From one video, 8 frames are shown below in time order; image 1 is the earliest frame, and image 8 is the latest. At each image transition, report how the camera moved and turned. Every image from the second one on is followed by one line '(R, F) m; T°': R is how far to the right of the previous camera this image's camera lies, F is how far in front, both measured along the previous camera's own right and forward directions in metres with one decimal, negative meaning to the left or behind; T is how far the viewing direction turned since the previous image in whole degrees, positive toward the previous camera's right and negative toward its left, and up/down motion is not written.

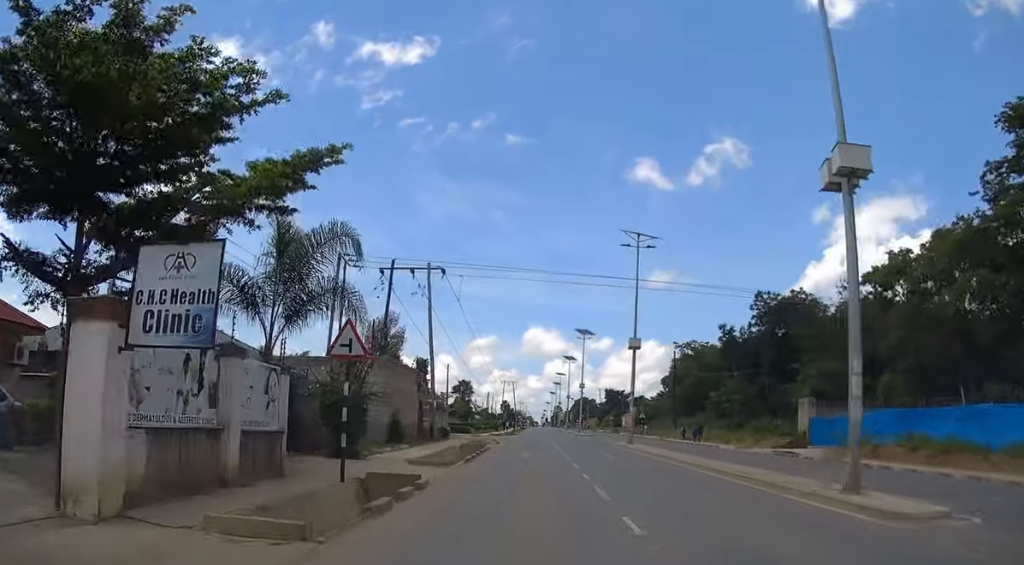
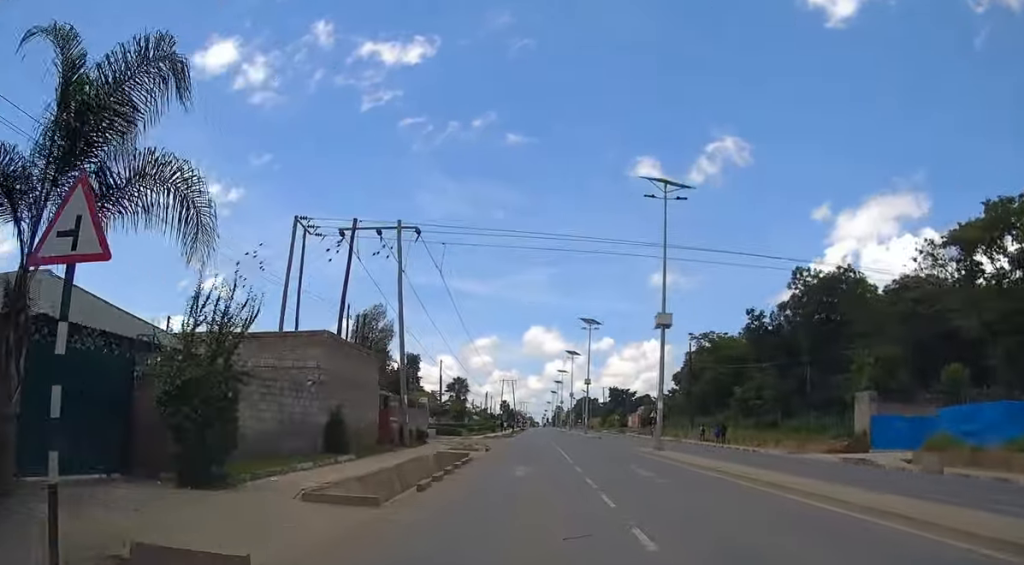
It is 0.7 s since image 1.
(+0.2, +9.2) m; 0°
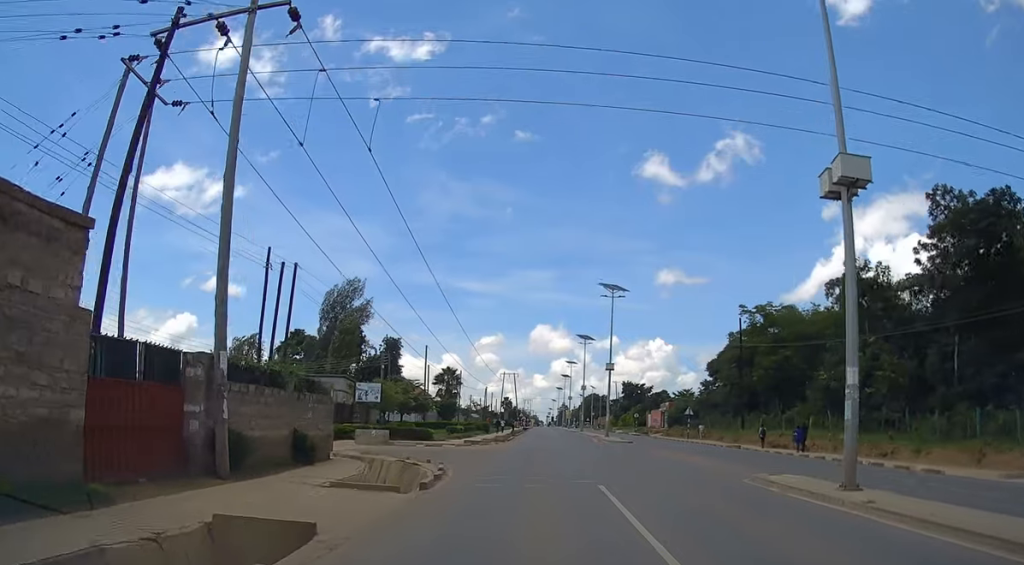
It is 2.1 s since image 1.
(-0.2, +18.9) m; -1°
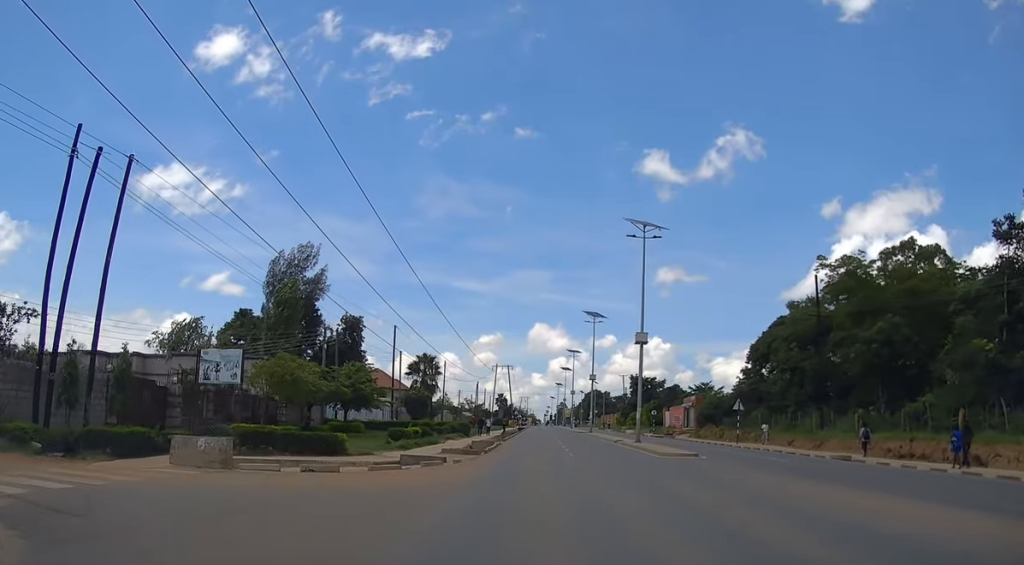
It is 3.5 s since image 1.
(+0.2, +18.8) m; +1°
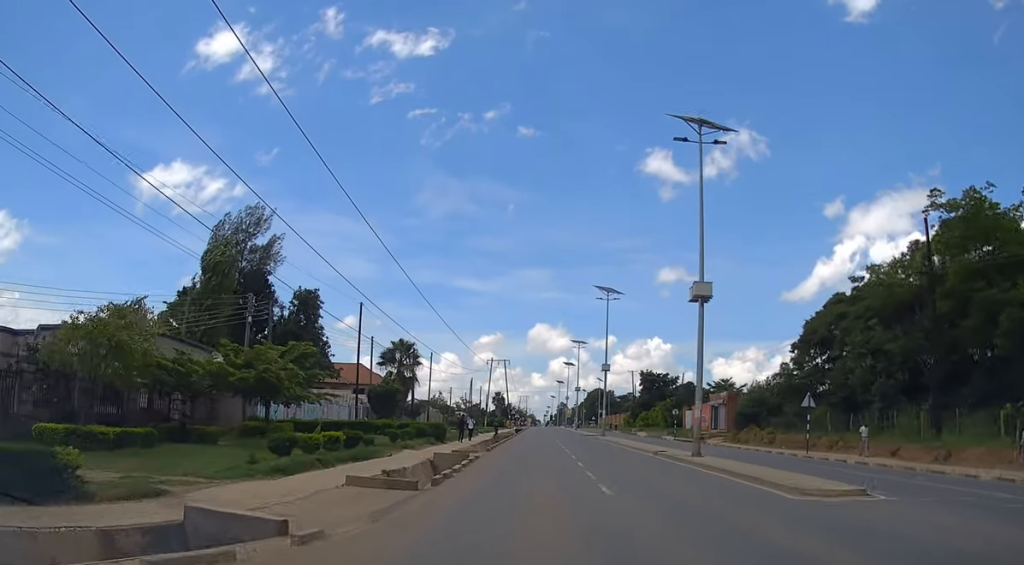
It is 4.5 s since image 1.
(0.0, +14.3) m; -1°
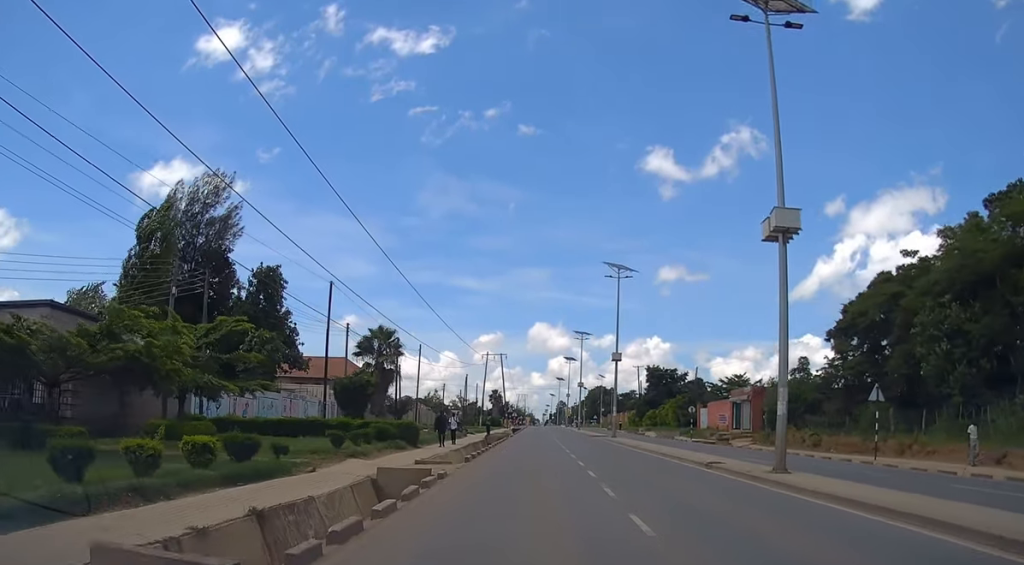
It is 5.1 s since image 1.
(-0.1, +8.6) m; 0°
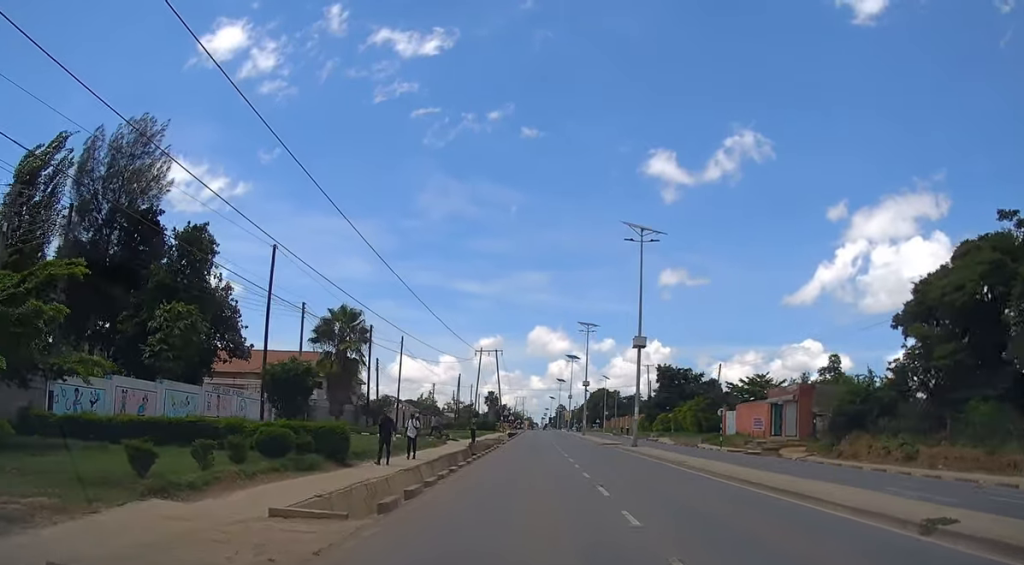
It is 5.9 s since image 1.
(0.0, +11.5) m; +1°
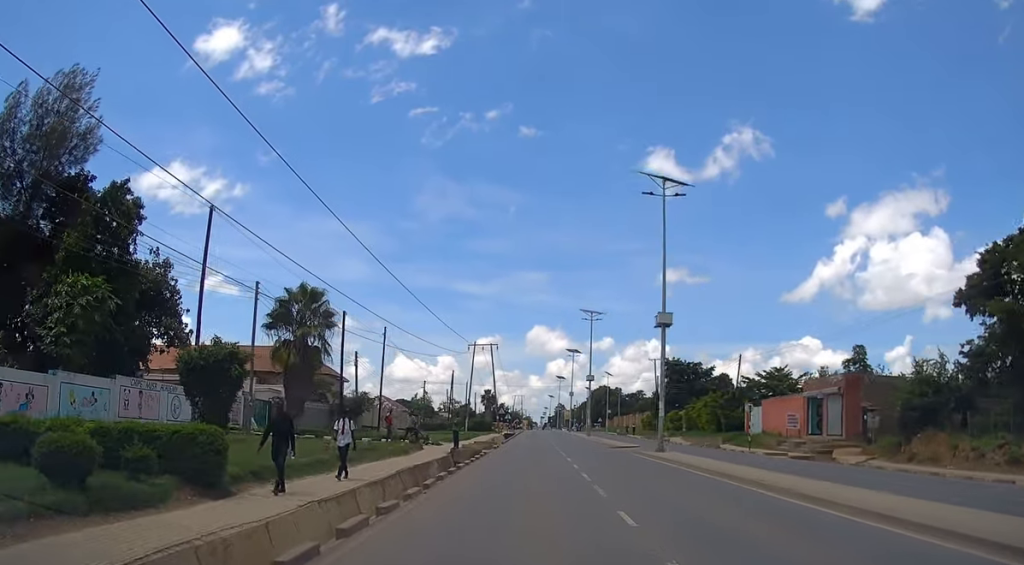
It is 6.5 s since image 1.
(+0.1, +8.0) m; 0°
